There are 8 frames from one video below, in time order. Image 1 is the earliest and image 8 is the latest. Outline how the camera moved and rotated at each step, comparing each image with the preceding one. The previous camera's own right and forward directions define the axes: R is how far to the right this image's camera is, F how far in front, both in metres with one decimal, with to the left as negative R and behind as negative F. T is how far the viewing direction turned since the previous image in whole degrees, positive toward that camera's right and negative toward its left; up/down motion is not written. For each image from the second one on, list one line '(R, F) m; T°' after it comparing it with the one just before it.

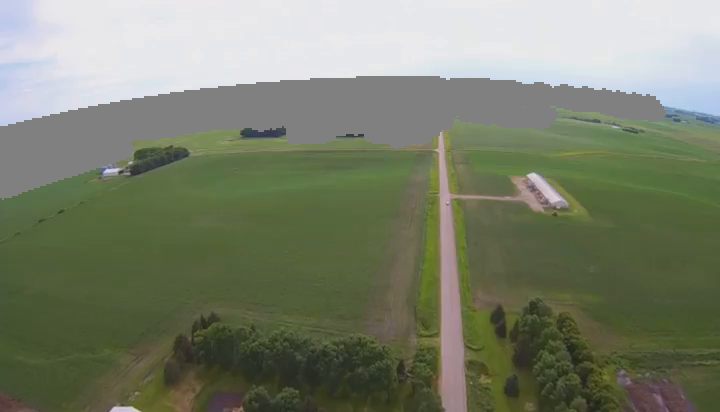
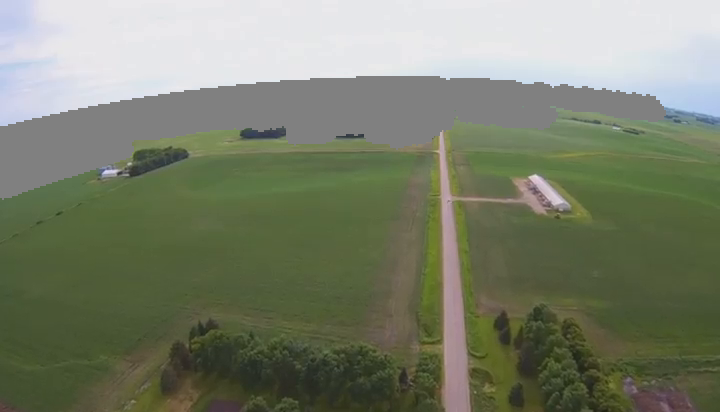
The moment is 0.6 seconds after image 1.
(0.0, +3.9) m; 0°
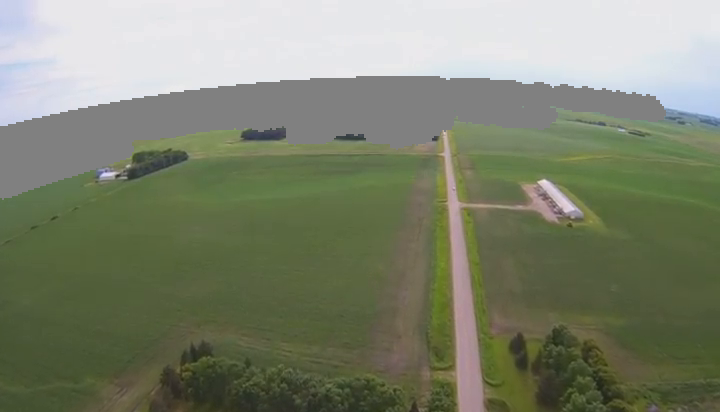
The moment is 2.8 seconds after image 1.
(0.0, +14.2) m; 0°
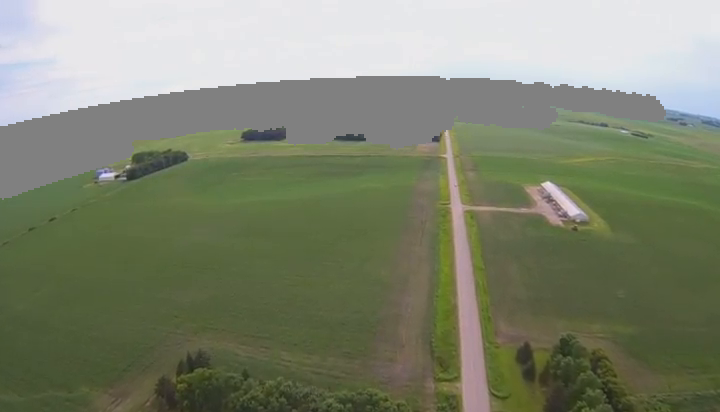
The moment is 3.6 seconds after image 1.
(0.0, +5.7) m; 0°
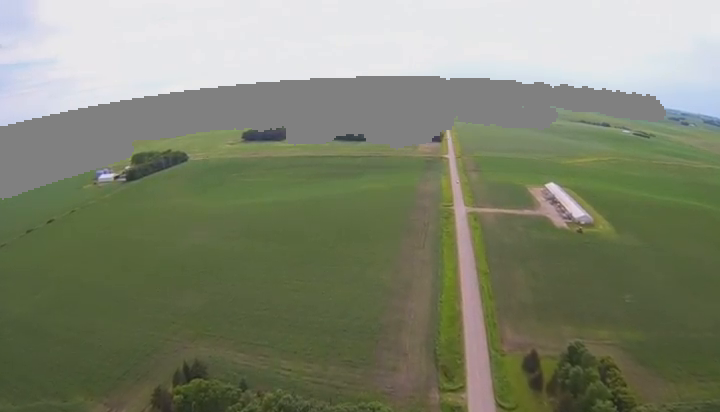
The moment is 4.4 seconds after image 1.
(0.0, +5.3) m; 0°
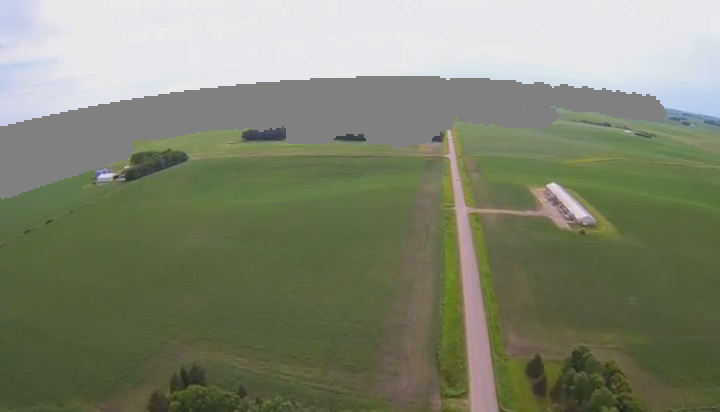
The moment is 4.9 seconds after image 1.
(0.0, +3.0) m; 0°
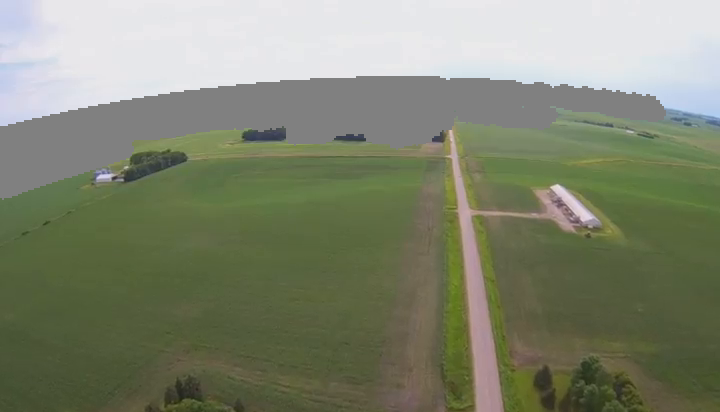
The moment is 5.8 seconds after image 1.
(0.0, +6.1) m; 0°
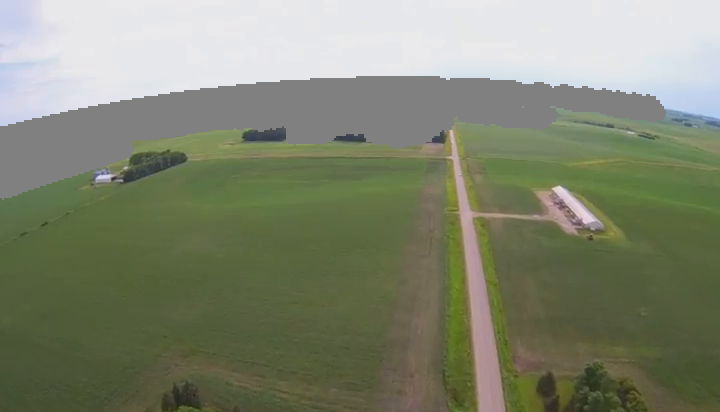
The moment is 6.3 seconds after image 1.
(0.0, +2.9) m; 0°
